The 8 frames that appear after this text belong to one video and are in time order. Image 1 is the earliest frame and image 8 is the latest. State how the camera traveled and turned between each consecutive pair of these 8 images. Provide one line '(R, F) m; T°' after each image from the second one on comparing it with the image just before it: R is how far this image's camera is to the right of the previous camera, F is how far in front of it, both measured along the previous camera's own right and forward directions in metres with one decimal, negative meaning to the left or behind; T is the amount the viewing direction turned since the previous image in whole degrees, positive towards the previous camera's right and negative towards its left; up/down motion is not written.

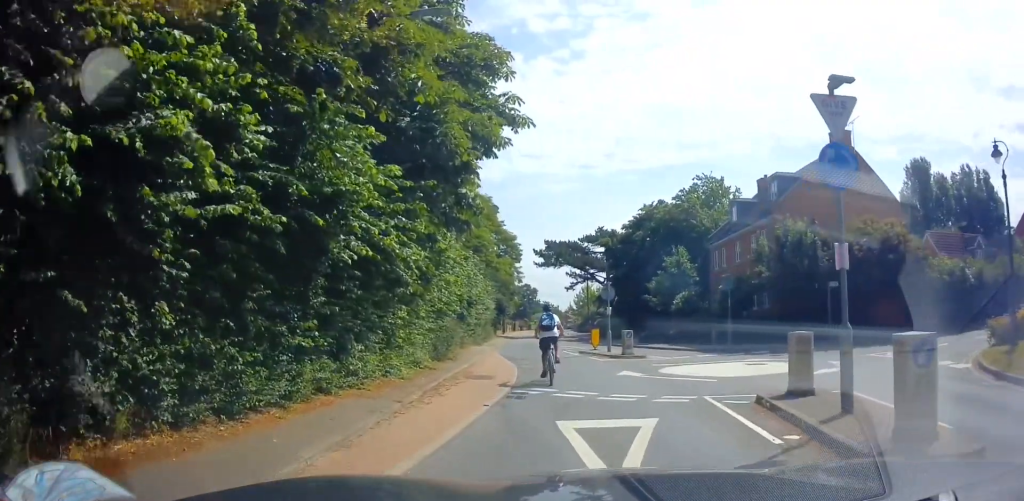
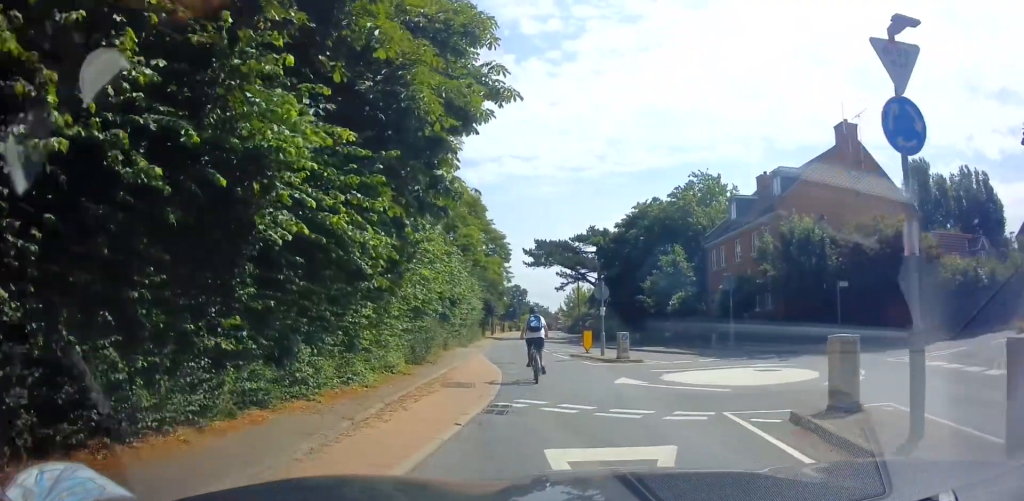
(+0.3, +1.7) m; 0°
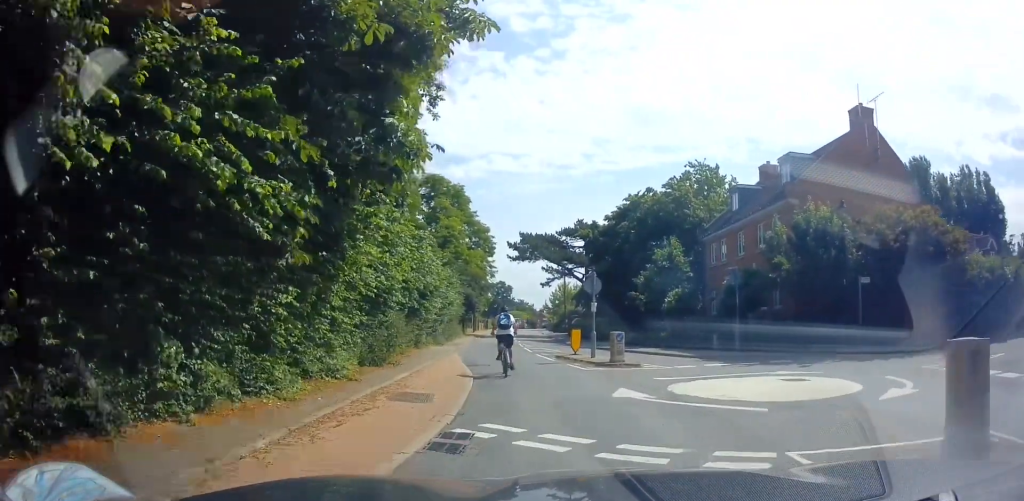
(-0.2, +3.1) m; -5°
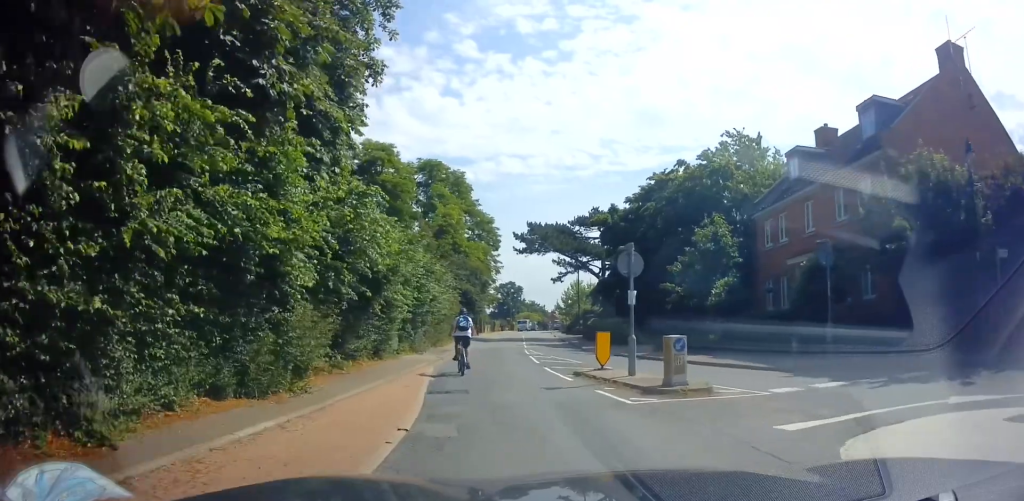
(-0.4, +6.6) m; -3°
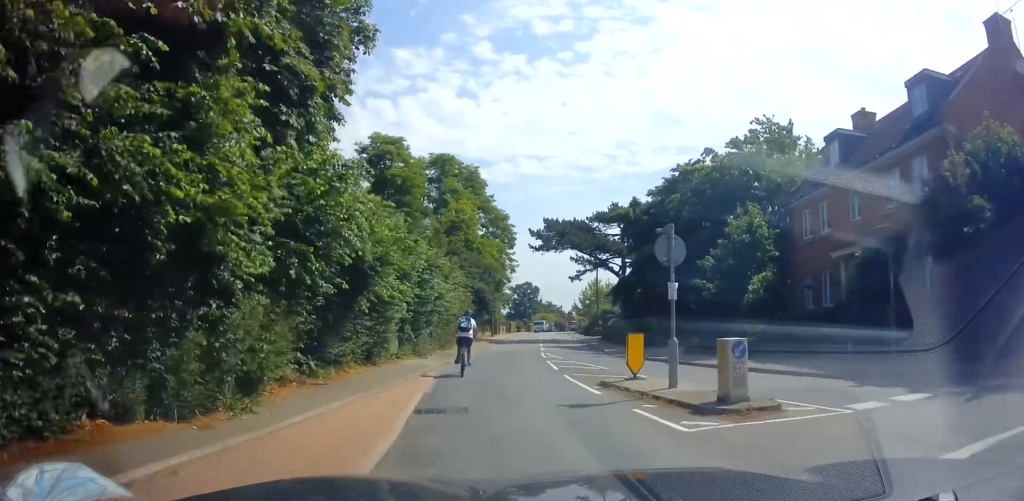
(0.0, +2.1) m; +1°
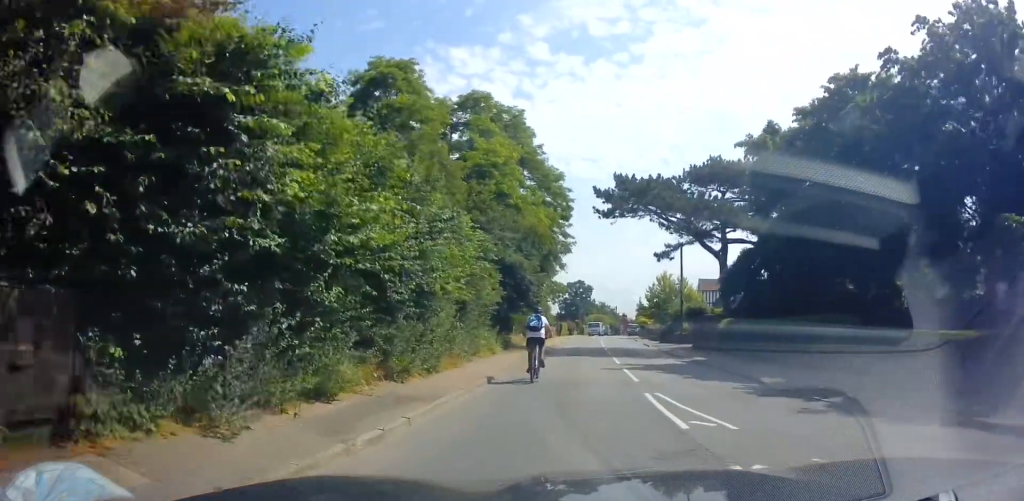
(+0.1, +15.4) m; -1°
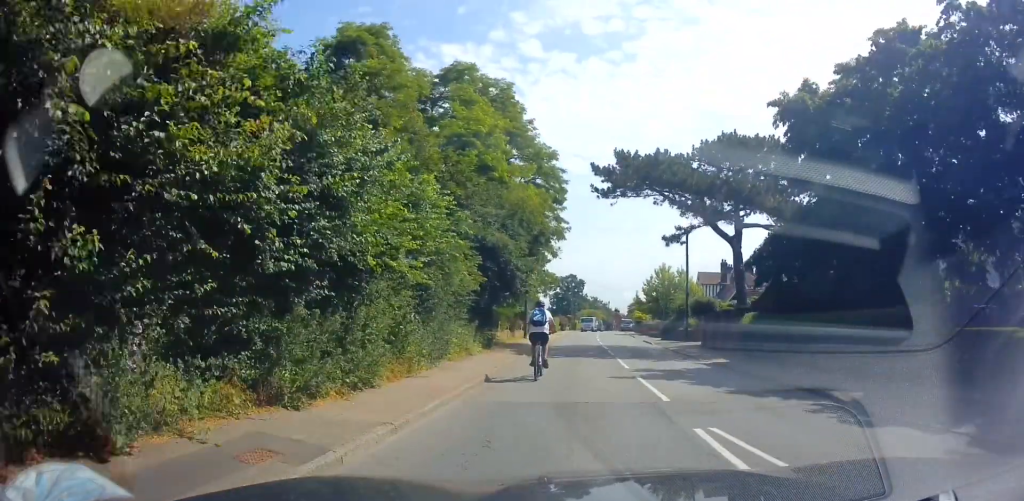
(-0.1, +4.0) m; 0°
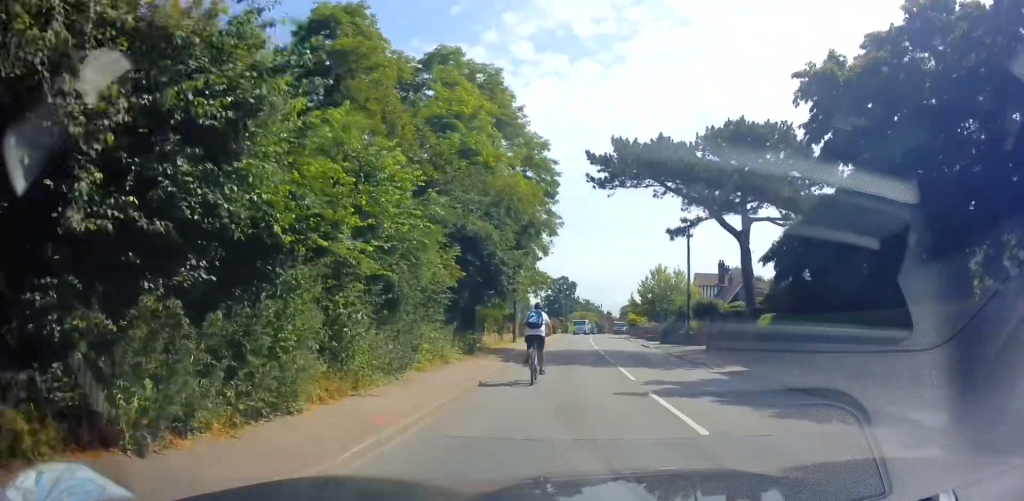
(-0.2, +2.6) m; 0°
